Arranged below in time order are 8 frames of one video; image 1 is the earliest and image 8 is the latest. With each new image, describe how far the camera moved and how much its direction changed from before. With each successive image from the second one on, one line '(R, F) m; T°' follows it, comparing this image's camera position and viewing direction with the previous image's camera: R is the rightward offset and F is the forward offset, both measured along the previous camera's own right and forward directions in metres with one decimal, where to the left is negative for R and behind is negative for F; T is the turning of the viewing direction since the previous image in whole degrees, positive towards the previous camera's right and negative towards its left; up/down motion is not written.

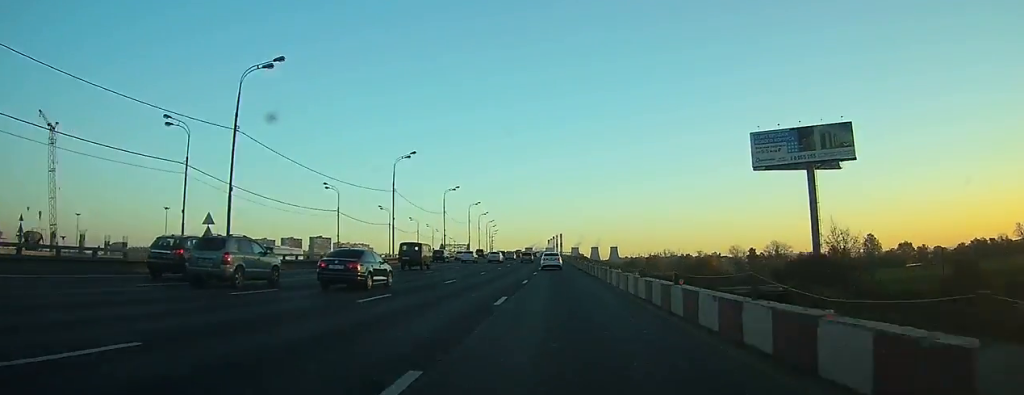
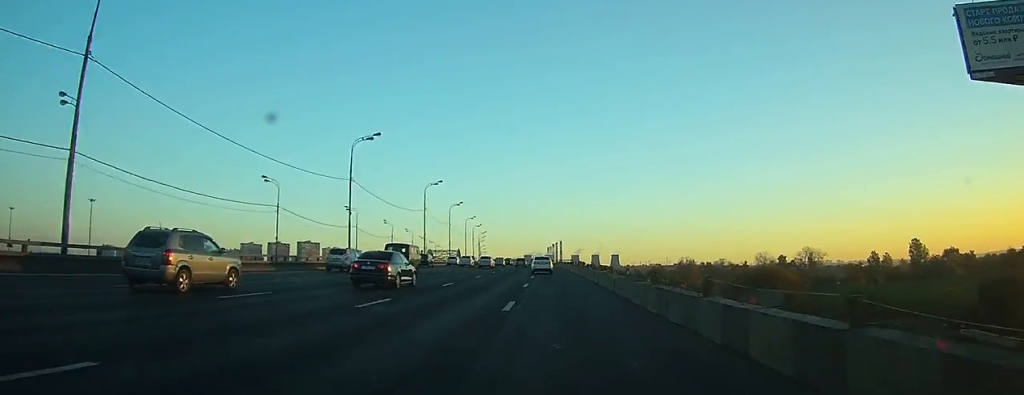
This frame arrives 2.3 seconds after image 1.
(+0.3, +49.6) m; 0°
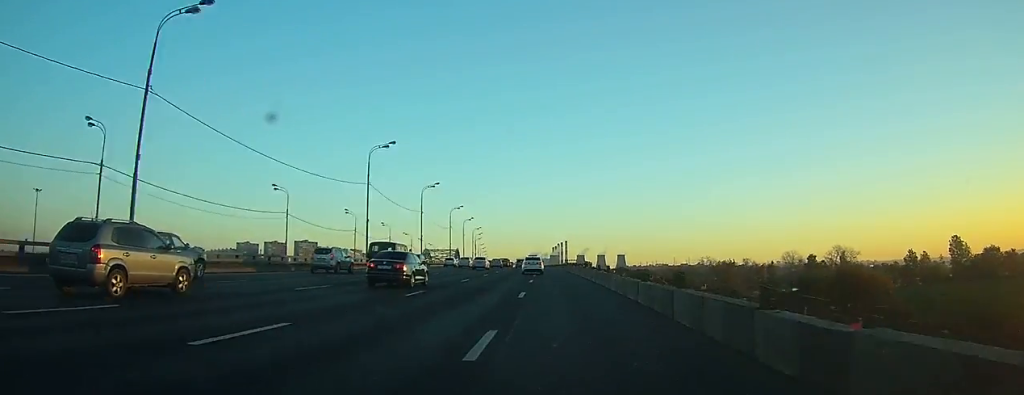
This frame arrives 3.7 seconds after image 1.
(0.0, +31.4) m; 0°
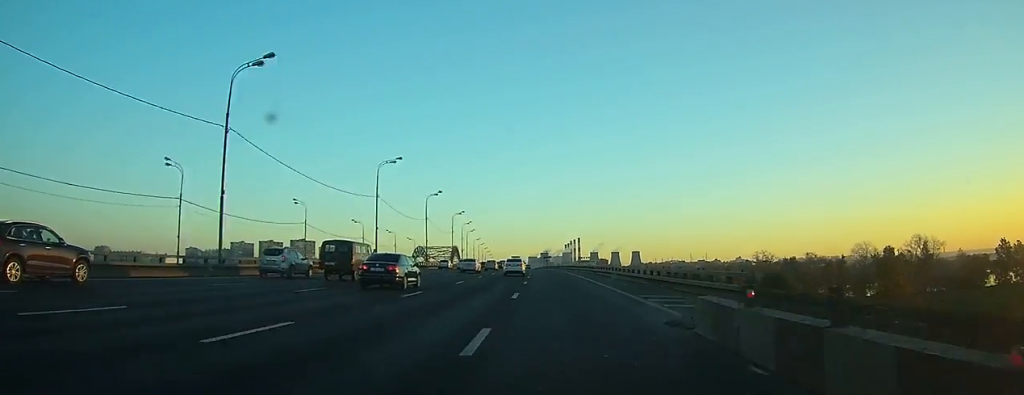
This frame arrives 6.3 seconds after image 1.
(-0.4, +56.4) m; -1°
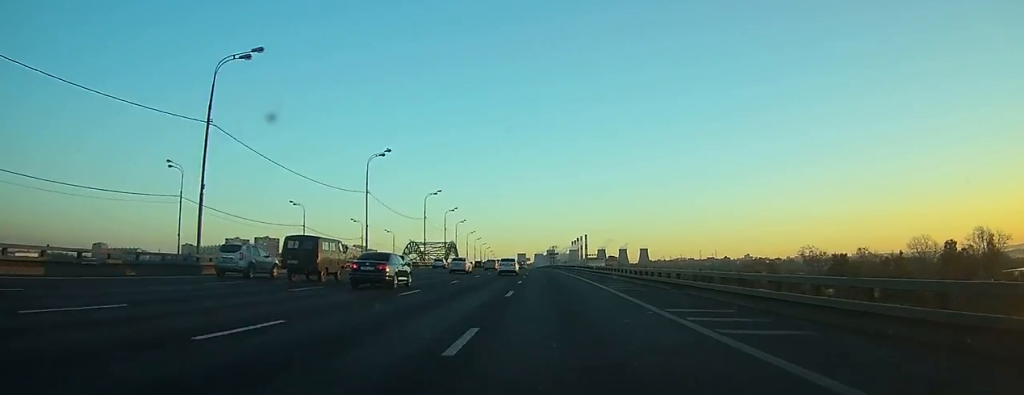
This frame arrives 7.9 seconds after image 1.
(-0.2, +34.2) m; -1°
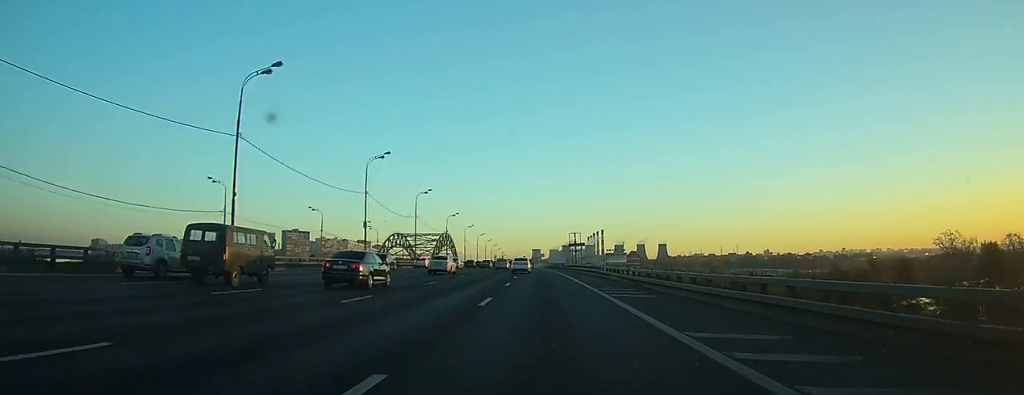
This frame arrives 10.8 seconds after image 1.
(-0.9, +62.9) m; -1°
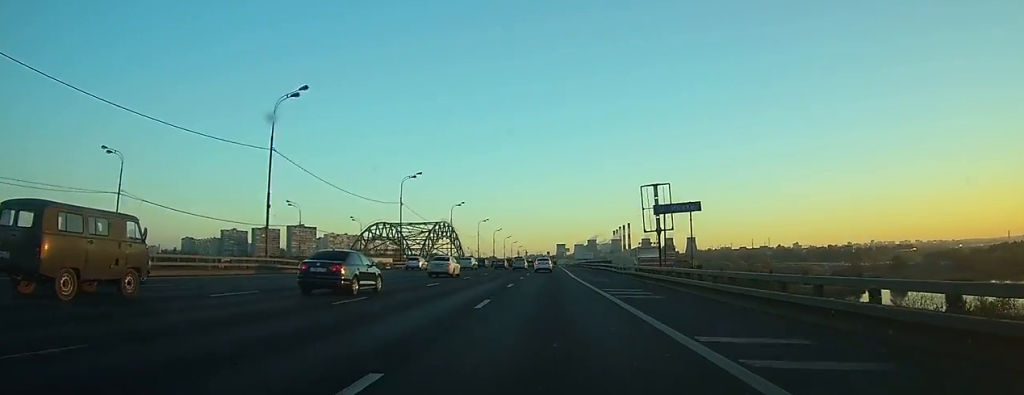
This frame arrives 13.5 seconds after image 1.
(-0.4, +60.5) m; -1°
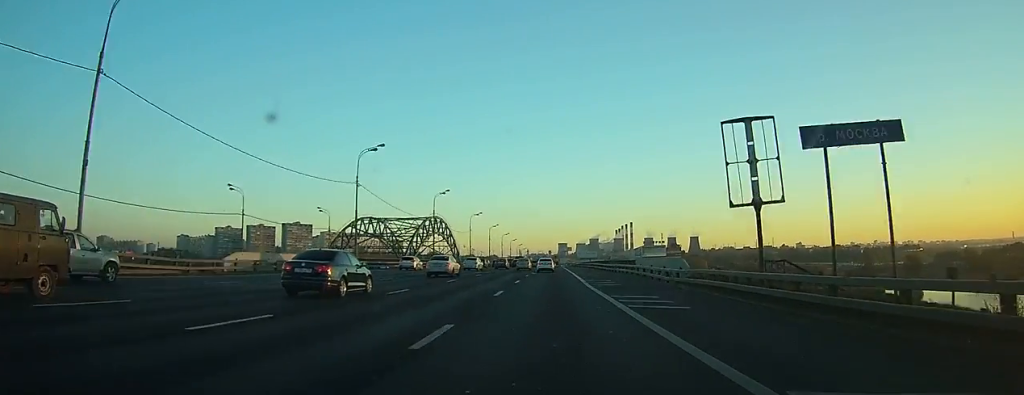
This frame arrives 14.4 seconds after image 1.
(-0.2, +19.1) m; 0°
